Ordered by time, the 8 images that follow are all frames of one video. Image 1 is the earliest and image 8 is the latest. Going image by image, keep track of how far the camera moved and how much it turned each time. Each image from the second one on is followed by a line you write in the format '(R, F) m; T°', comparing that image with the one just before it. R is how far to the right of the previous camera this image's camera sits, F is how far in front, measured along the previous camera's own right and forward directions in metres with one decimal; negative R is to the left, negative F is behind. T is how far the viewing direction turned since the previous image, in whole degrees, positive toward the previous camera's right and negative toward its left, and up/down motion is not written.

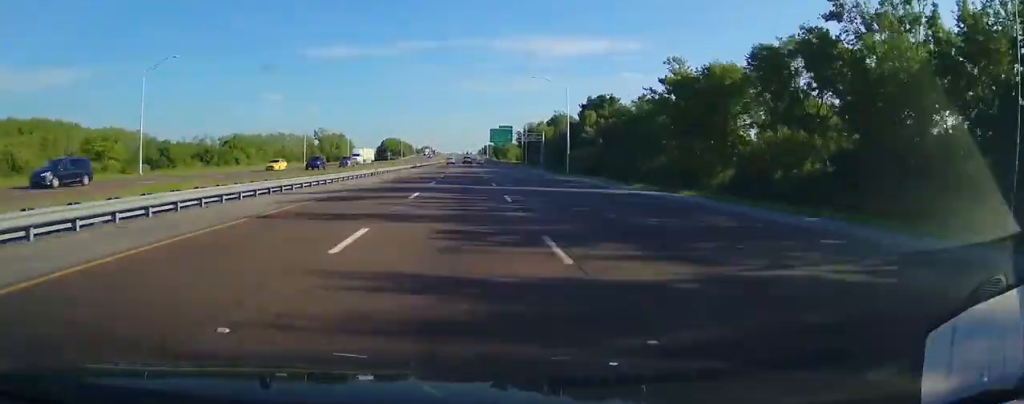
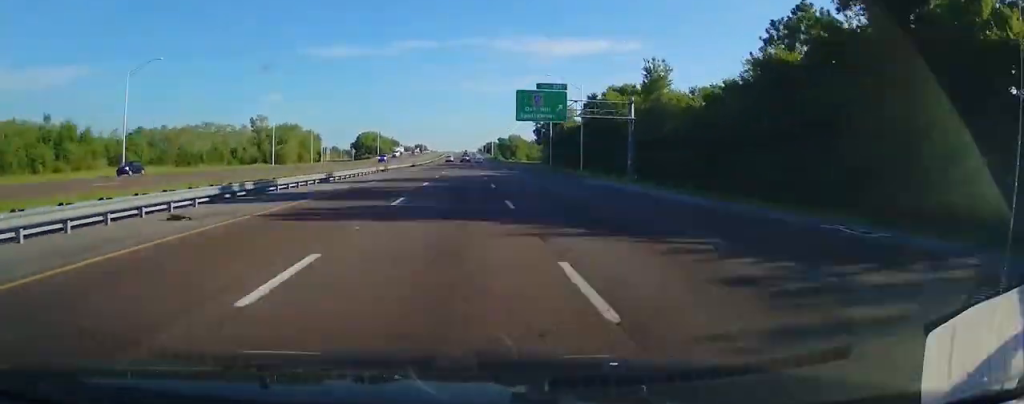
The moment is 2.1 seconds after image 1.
(+0.1, +76.1) m; 0°
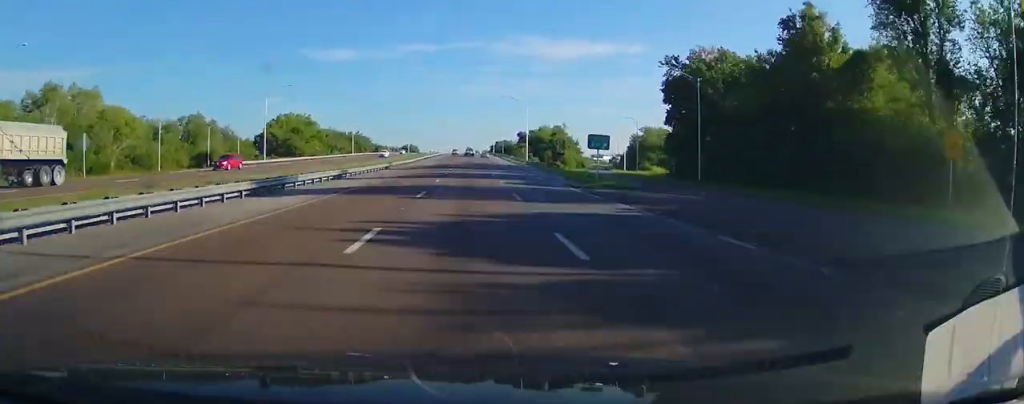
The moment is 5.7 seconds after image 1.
(-0.2, +128.8) m; 0°
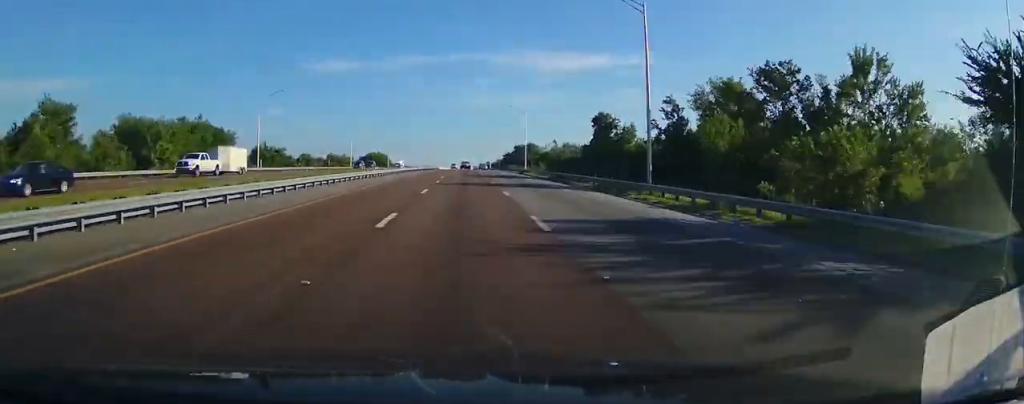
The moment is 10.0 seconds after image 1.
(-0.5, +152.2) m; 0°
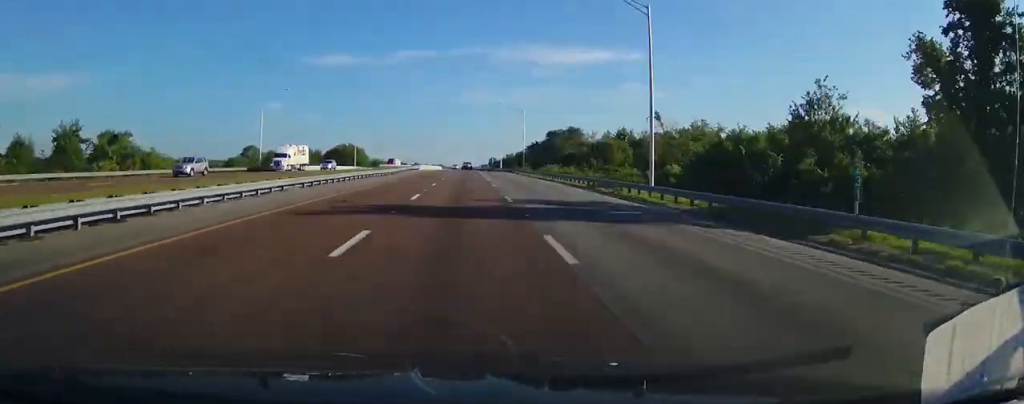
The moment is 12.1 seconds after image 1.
(0.0, +75.7) m; 0°
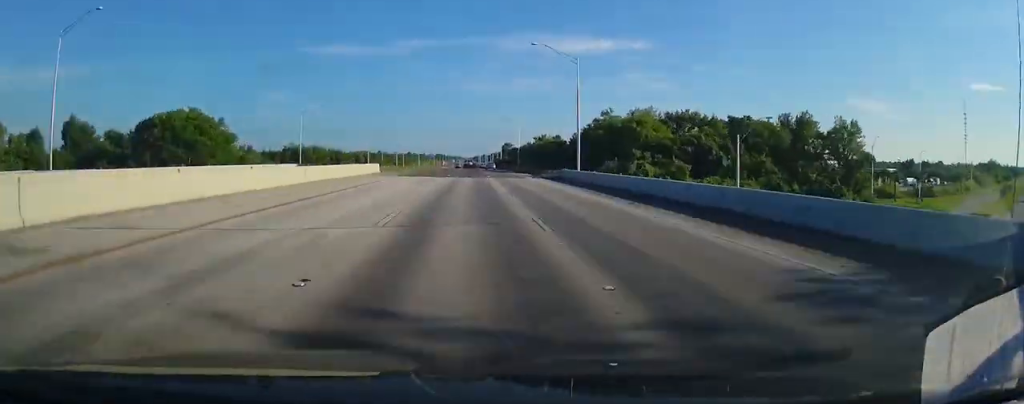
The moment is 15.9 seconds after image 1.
(+0.1, +131.8) m; 0°
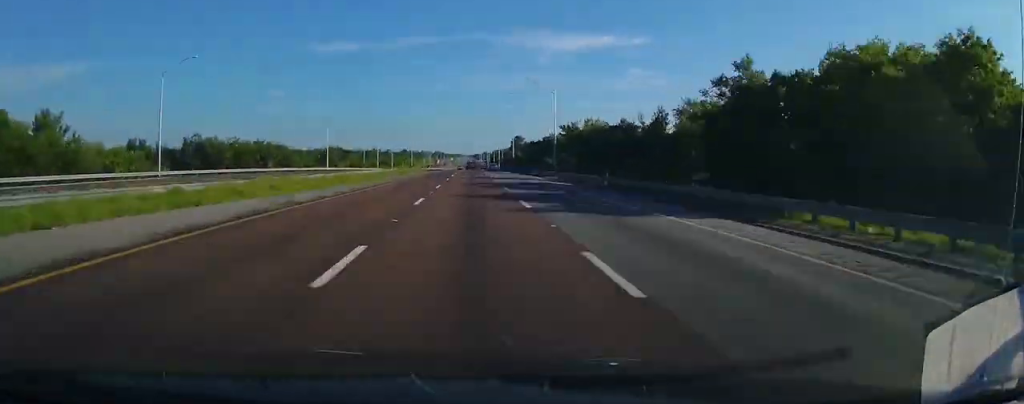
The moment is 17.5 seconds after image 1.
(0.0, +56.5) m; 0°
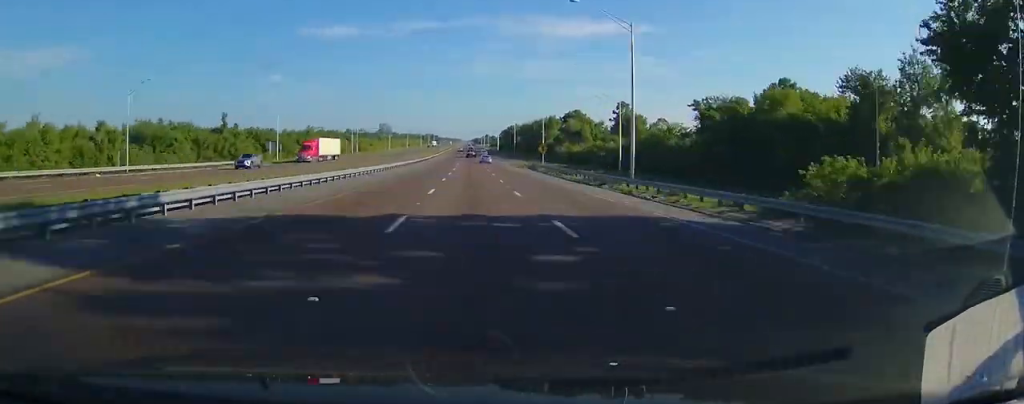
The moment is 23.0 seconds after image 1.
(+0.3, +190.6) m; 0°
